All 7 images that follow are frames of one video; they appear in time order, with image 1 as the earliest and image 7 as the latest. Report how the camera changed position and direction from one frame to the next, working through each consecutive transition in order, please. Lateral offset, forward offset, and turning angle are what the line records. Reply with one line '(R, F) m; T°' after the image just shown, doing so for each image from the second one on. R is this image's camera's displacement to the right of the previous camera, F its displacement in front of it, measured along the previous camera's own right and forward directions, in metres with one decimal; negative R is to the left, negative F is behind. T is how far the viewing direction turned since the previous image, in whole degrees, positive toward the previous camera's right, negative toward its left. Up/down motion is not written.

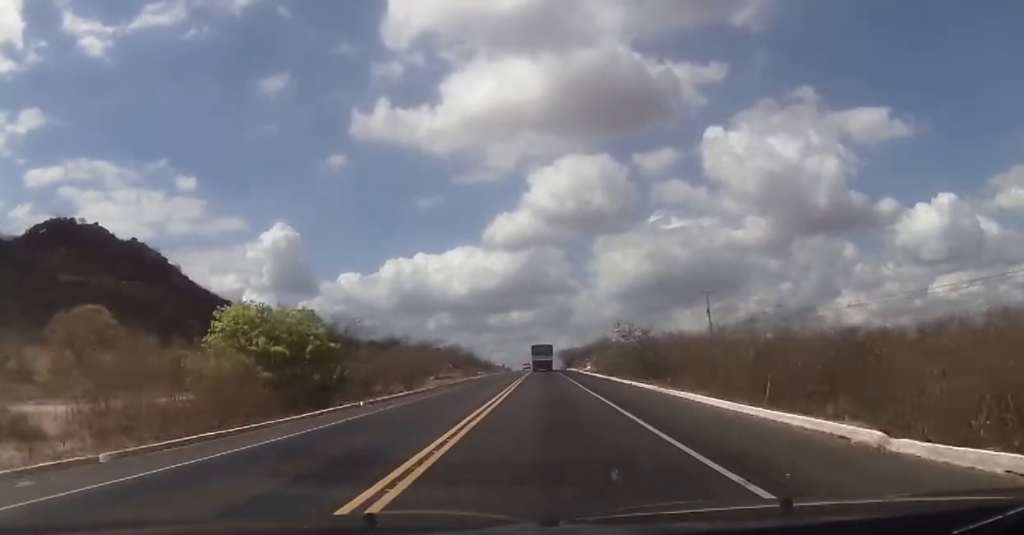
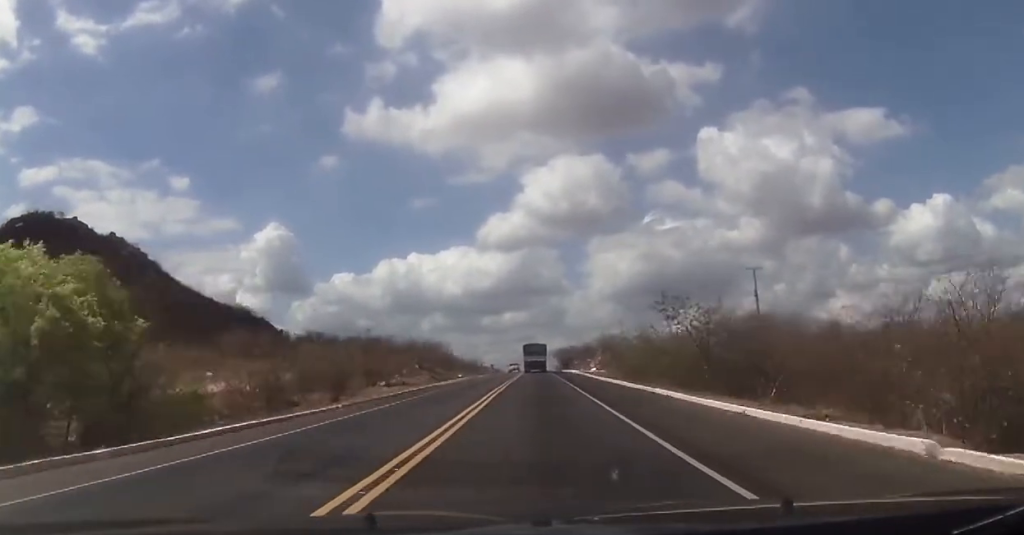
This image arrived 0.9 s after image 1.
(-0.1, +22.4) m; 0°
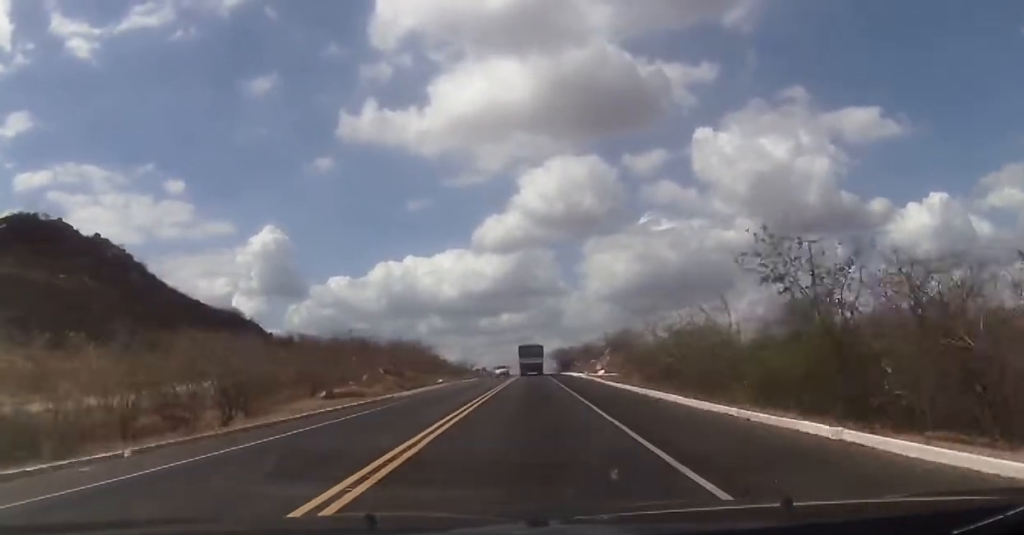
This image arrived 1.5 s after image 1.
(-0.1, +15.5) m; +1°
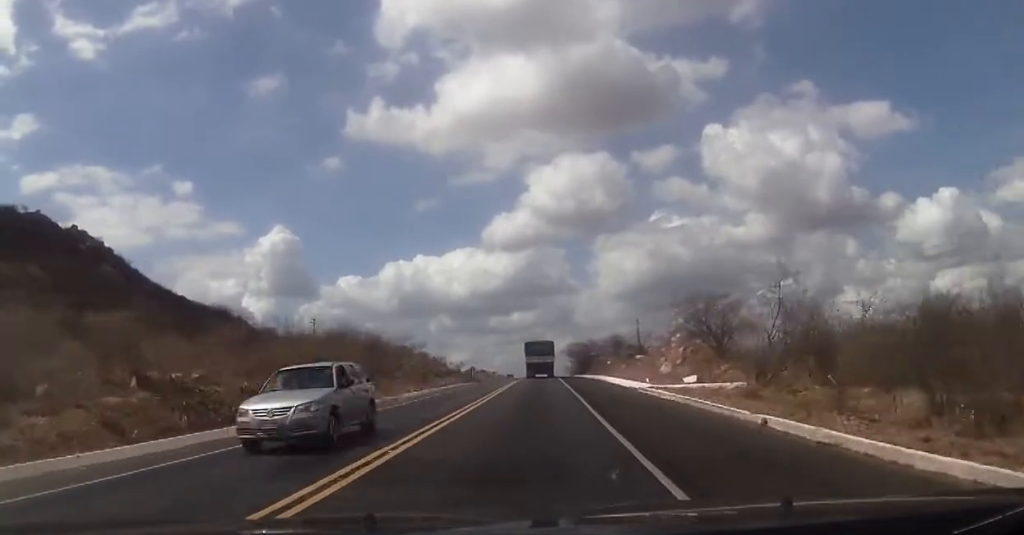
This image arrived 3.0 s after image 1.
(+0.2, +40.1) m; 0°
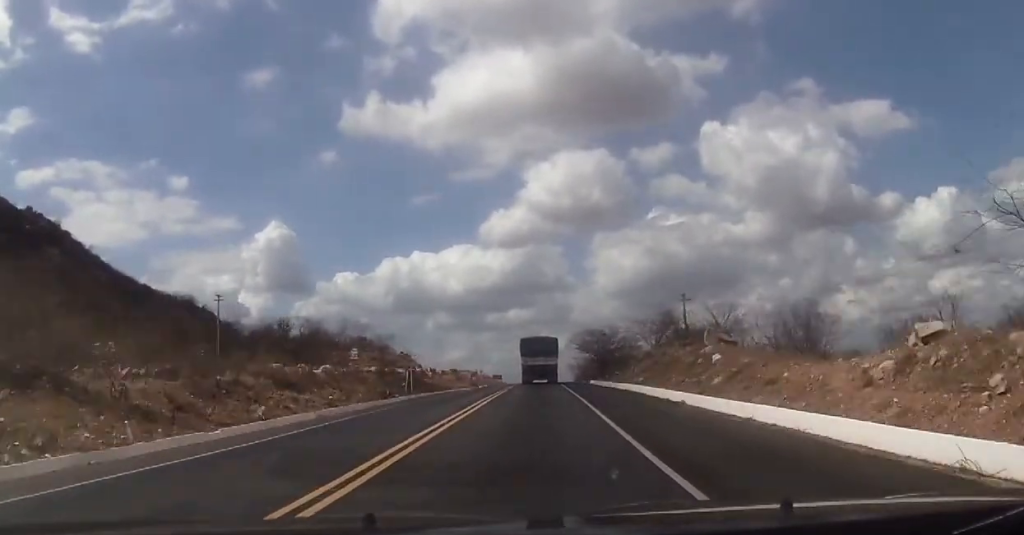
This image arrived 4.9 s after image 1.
(+0.1, +47.4) m; 0°
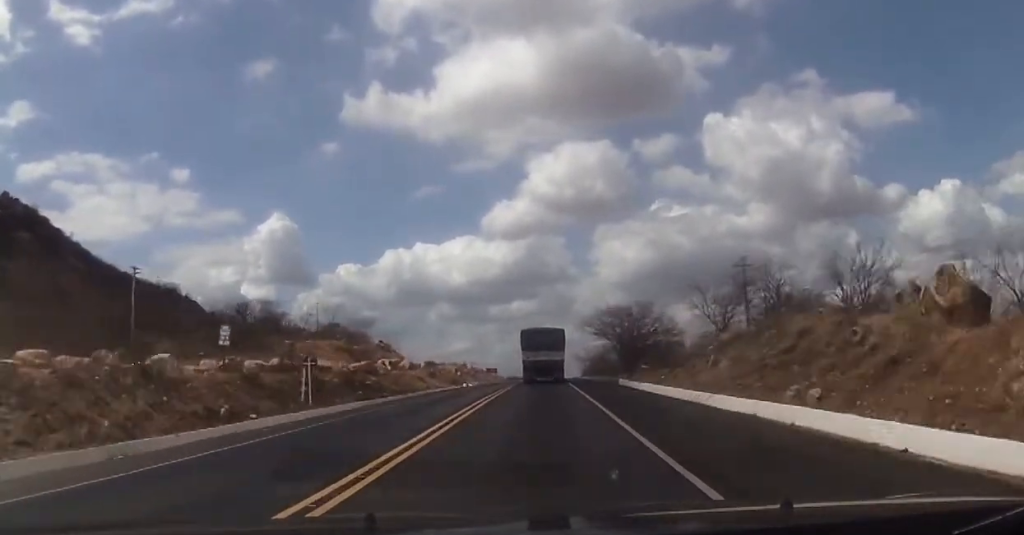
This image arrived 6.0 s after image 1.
(-0.1, +26.6) m; 0°
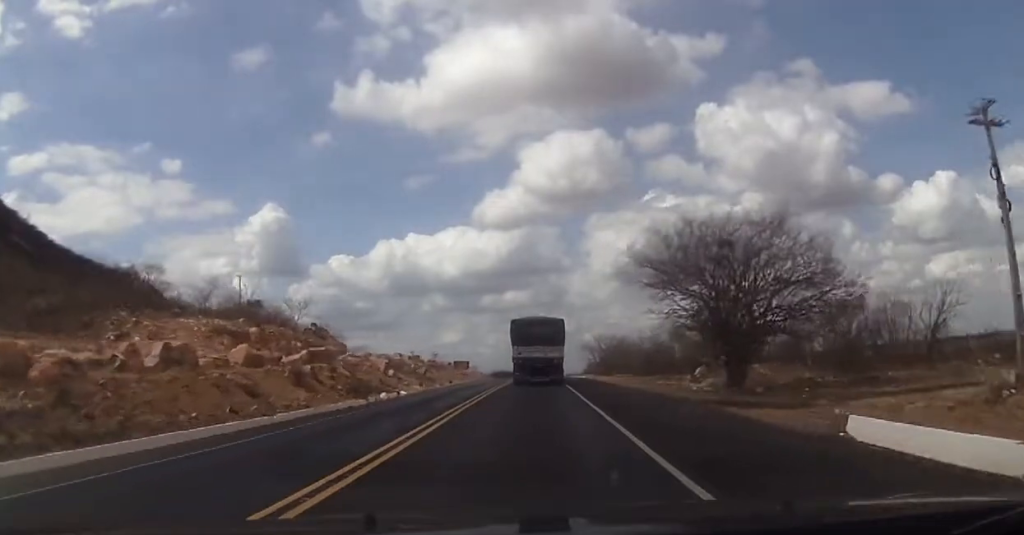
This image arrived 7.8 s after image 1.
(-0.4, +42.9) m; 0°
